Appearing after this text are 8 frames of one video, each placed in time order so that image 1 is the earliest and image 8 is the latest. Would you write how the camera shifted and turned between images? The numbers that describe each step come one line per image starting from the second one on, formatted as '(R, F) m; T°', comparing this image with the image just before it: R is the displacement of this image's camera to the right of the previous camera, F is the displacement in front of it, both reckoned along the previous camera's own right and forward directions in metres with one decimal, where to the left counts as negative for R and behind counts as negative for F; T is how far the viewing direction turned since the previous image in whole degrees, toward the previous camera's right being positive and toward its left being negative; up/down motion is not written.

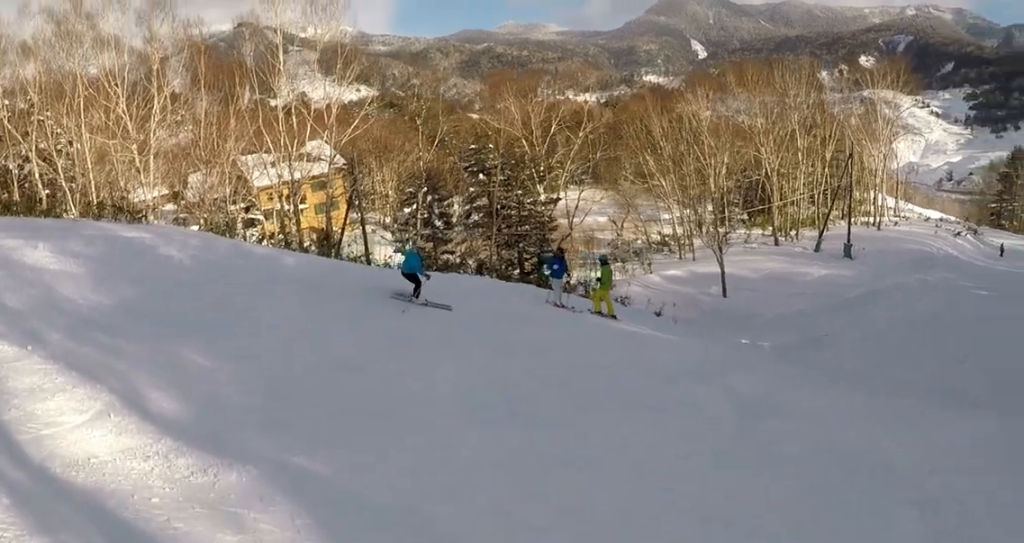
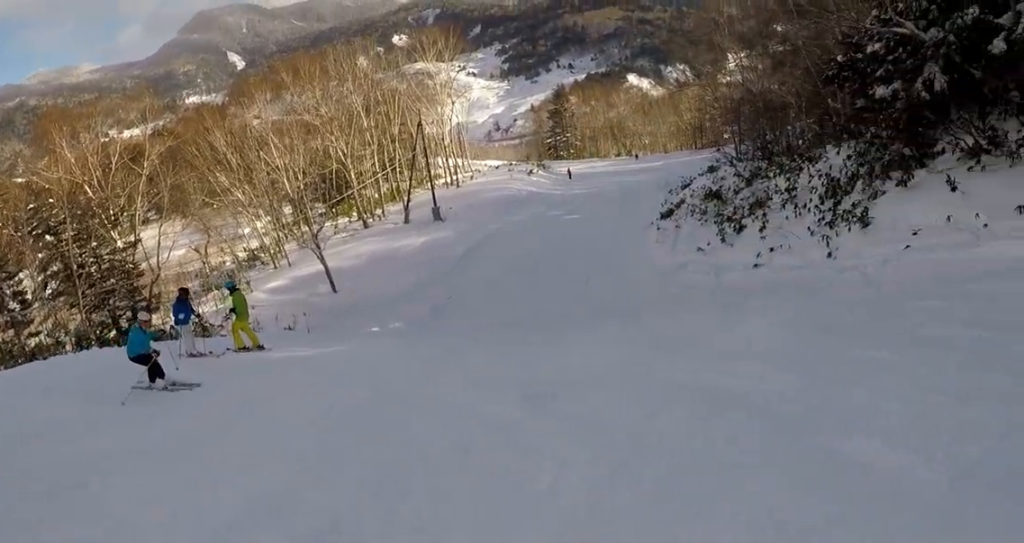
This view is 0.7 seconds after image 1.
(-0.4, +2.5) m; +9°
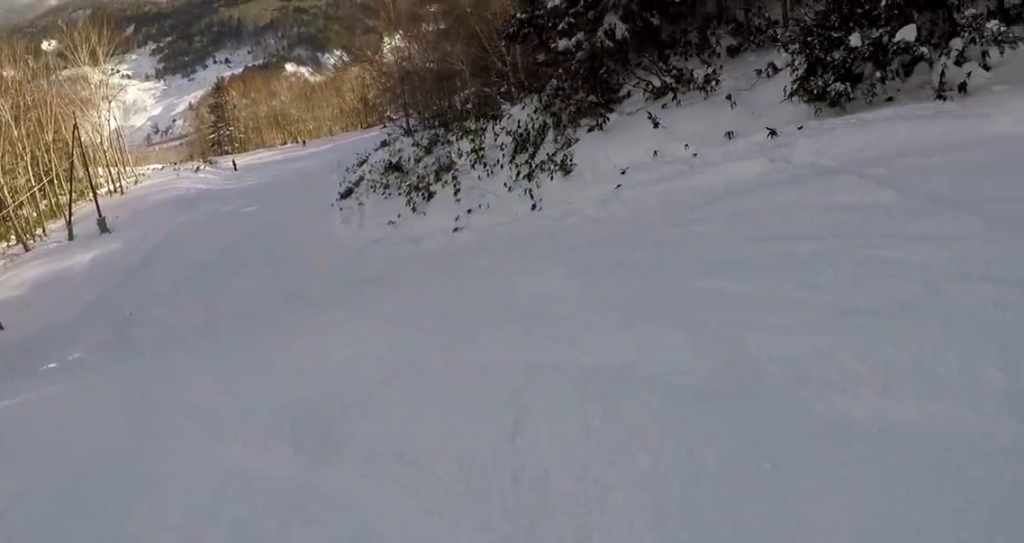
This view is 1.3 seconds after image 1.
(+0.7, +1.9) m; +22°
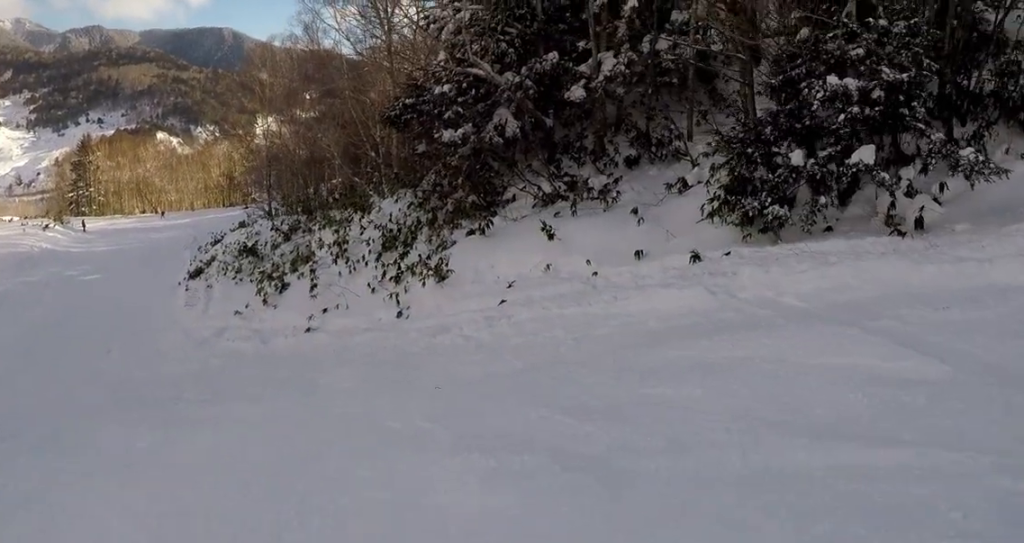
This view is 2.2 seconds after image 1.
(+0.9, +3.5) m; +14°
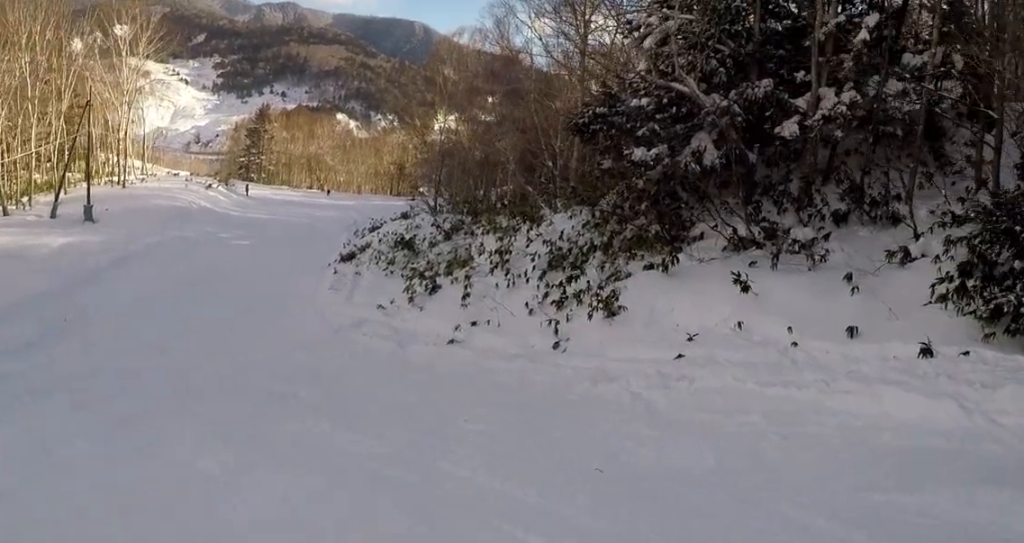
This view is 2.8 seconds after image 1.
(+0.3, +3.0) m; 0°
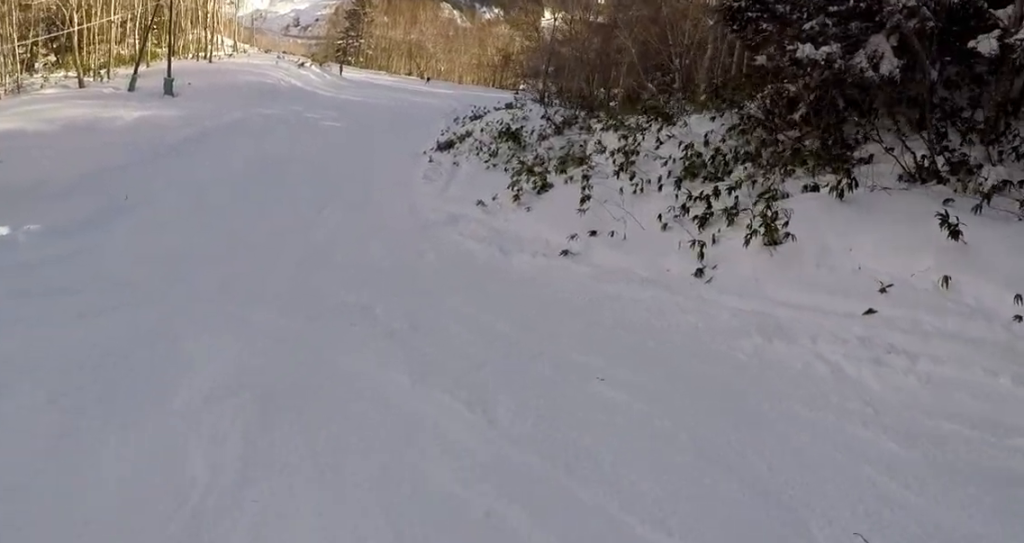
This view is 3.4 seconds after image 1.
(-0.4, +3.9) m; -6°
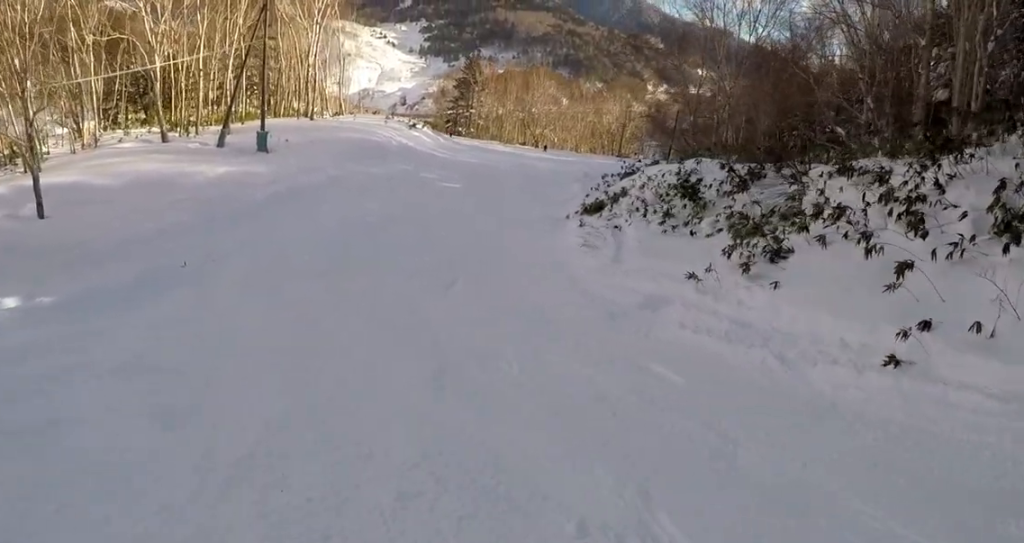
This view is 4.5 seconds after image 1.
(-0.3, +7.4) m; -7°
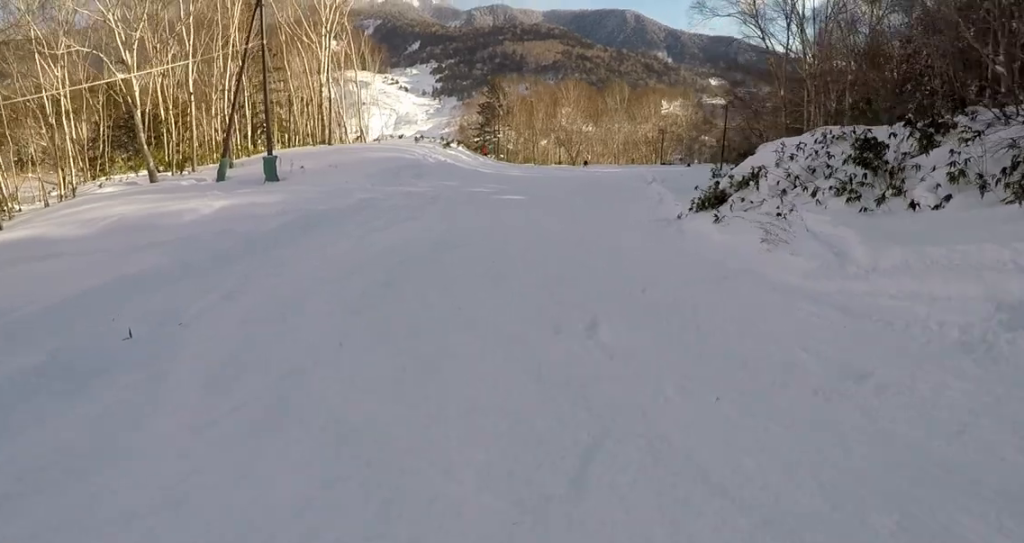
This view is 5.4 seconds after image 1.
(-0.4, +7.1) m; -4°
